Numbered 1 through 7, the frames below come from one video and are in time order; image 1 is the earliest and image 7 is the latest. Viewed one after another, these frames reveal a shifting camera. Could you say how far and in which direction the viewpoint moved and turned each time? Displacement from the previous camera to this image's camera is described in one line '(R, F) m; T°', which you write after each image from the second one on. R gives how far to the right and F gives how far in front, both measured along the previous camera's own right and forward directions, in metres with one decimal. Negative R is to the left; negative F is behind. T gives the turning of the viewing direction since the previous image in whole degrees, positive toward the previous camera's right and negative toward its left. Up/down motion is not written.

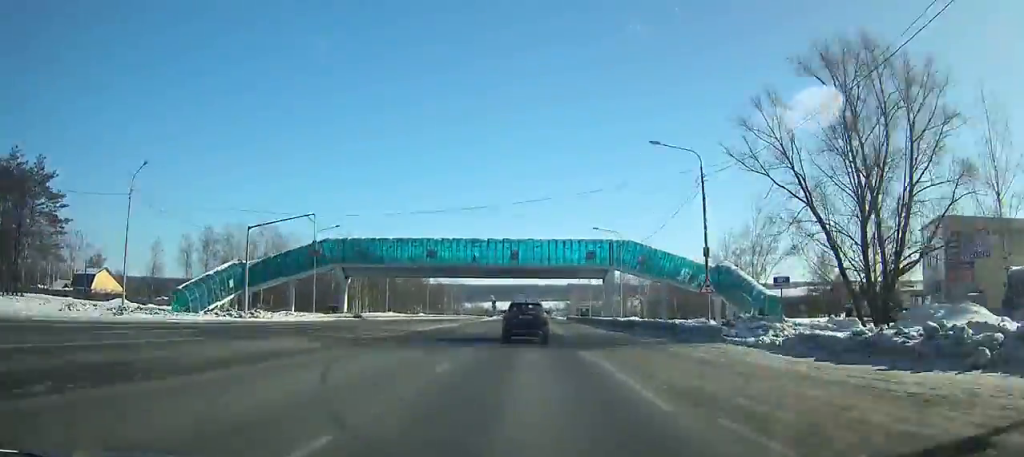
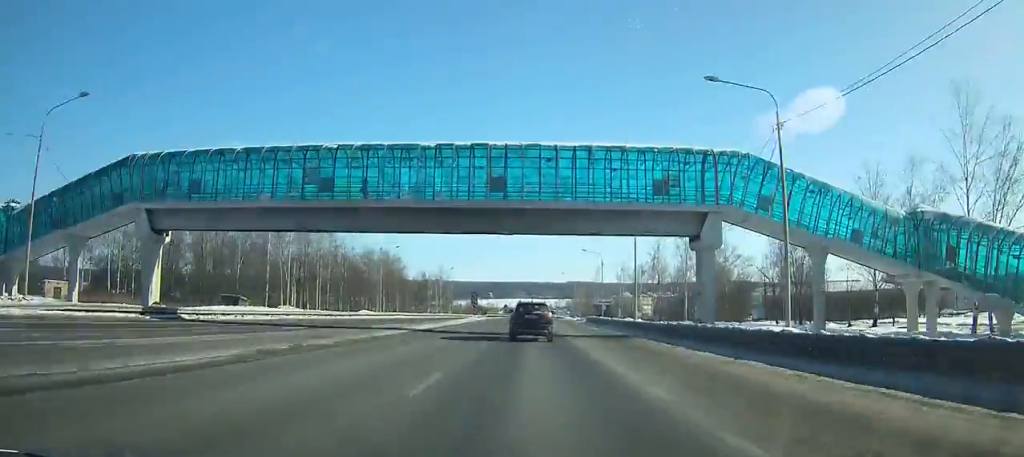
(-0.1, +44.2) m; 0°
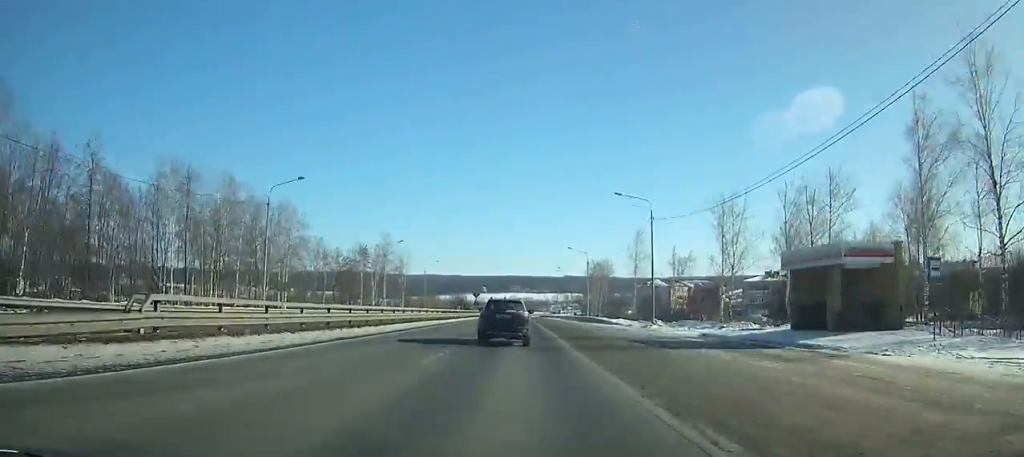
(+0.1, +88.9) m; 0°
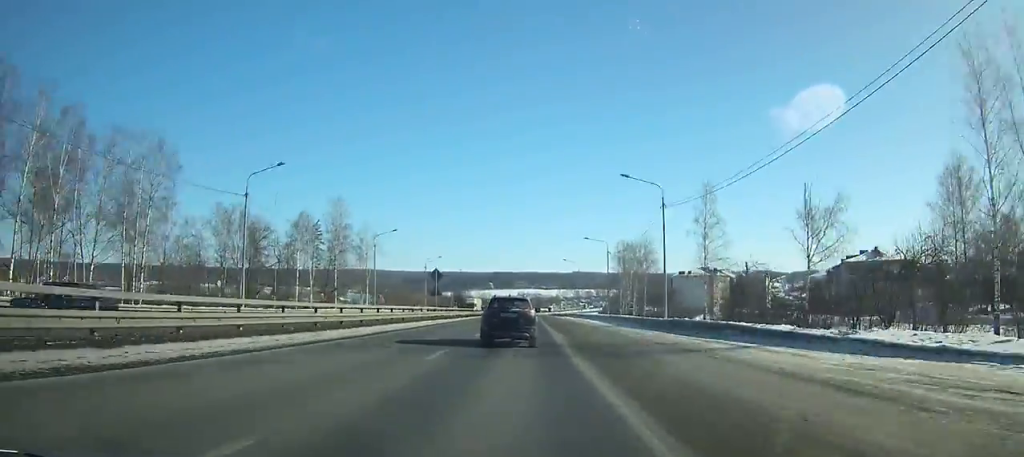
(-0.2, +45.7) m; 0°
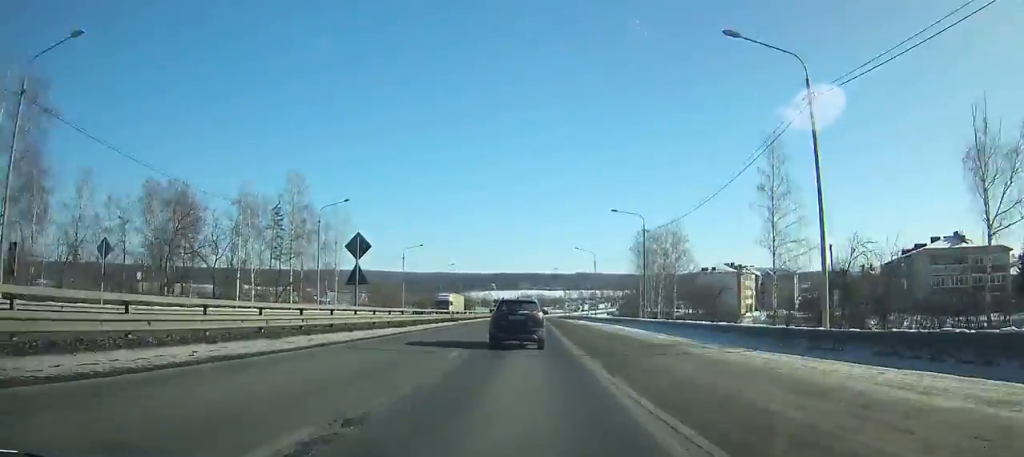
(-0.1, +23.7) m; 0°
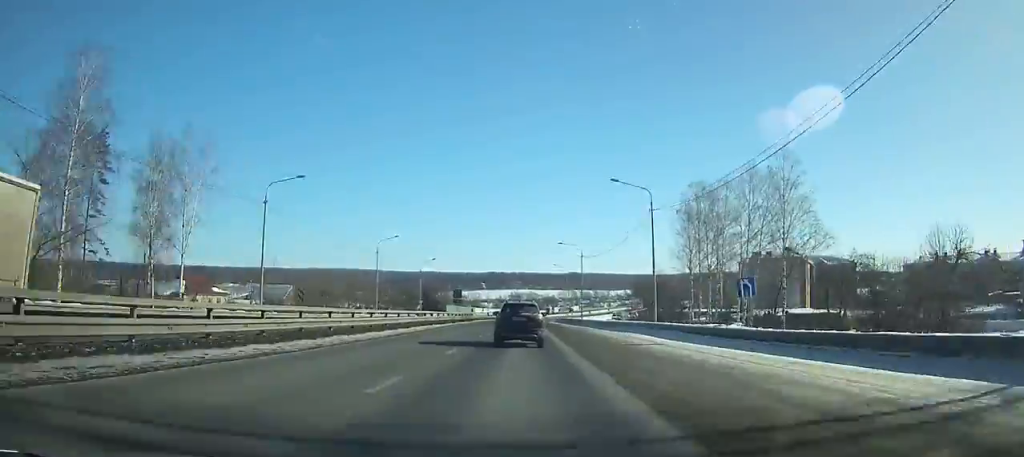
(0.0, +47.3) m; 0°
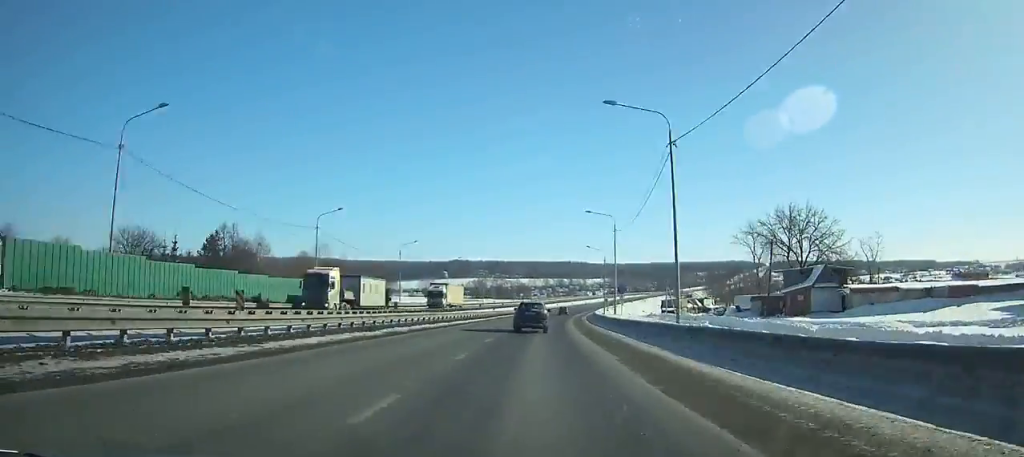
(+1.9, +124.5) m; +4°
